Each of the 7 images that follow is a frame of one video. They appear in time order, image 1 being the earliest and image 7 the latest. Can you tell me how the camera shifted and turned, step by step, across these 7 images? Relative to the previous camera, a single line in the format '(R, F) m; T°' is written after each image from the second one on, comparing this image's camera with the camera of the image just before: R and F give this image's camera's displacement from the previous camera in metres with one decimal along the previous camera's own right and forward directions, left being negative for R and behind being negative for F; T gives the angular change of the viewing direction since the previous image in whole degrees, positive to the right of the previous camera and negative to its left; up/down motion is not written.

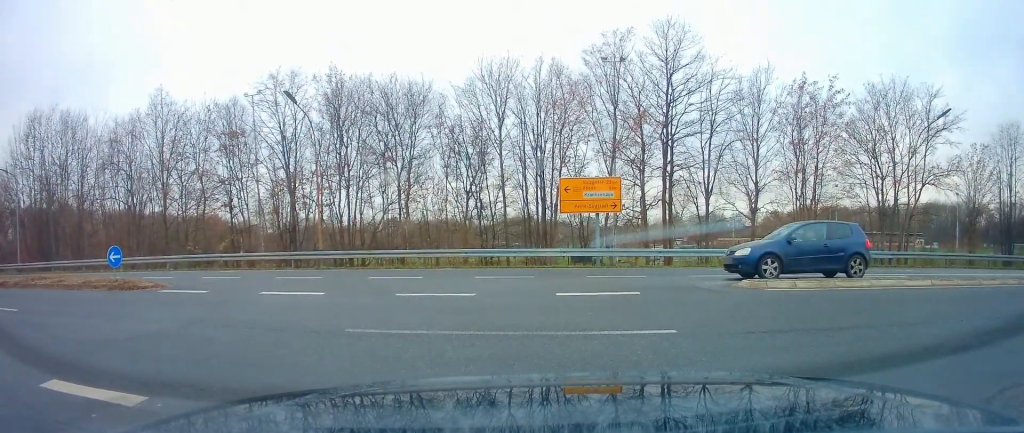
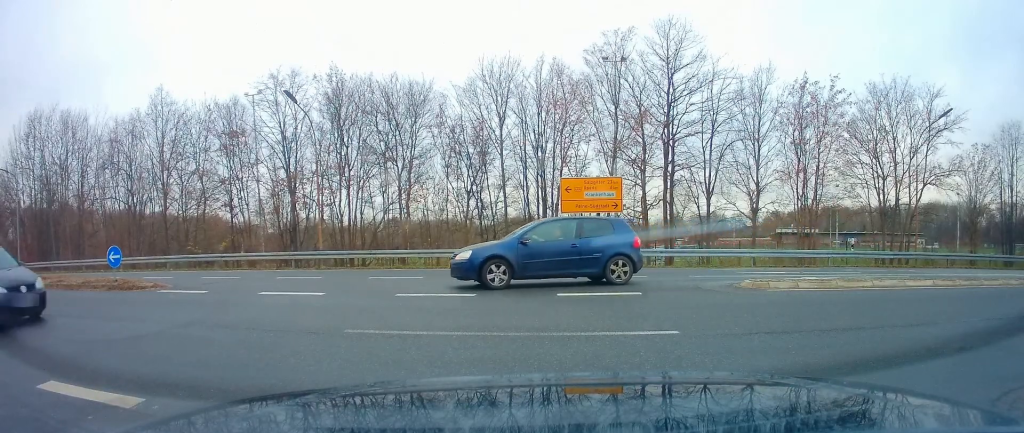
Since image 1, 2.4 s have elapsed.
(0.0, 0.0) m; 0°
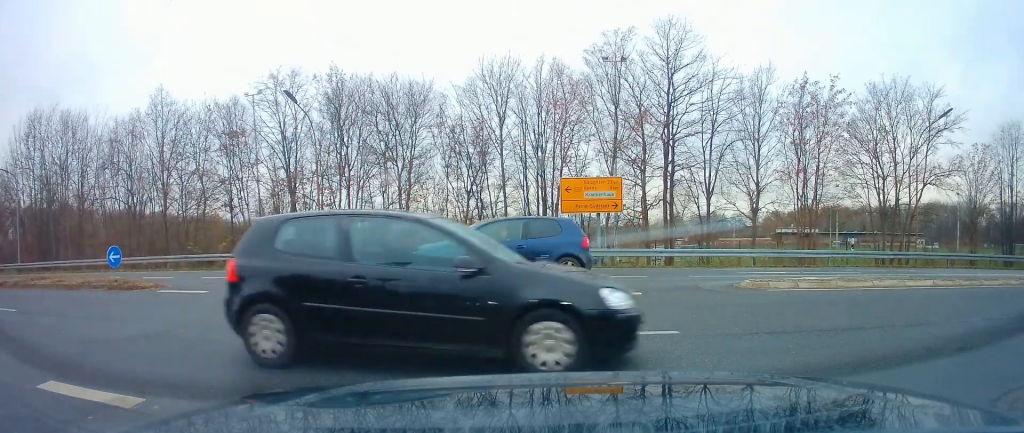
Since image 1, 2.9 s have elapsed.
(0.0, 0.0) m; 0°
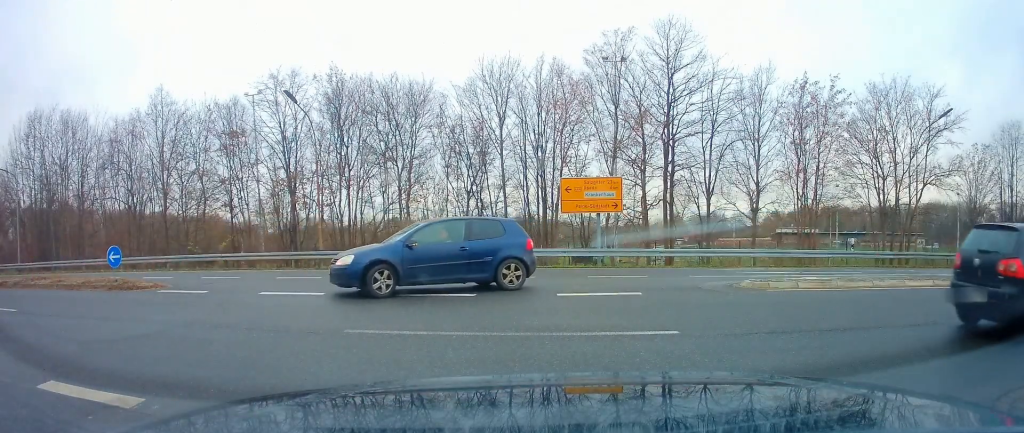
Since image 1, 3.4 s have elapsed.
(0.0, 0.0) m; 0°
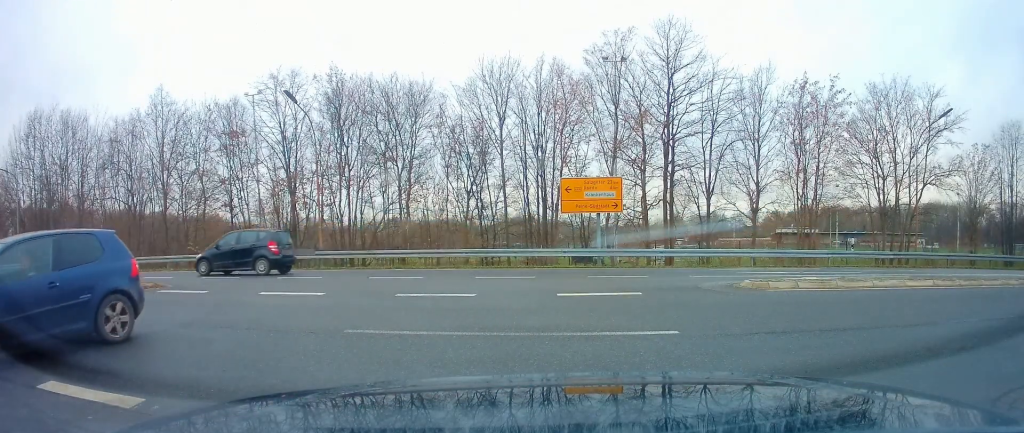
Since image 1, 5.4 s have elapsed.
(0.0, 0.0) m; 0°
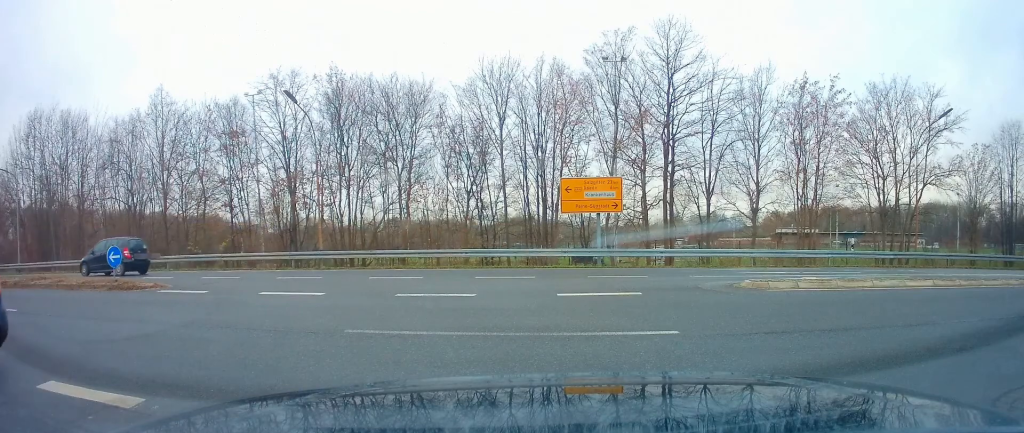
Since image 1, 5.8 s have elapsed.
(0.0, 0.0) m; 0°
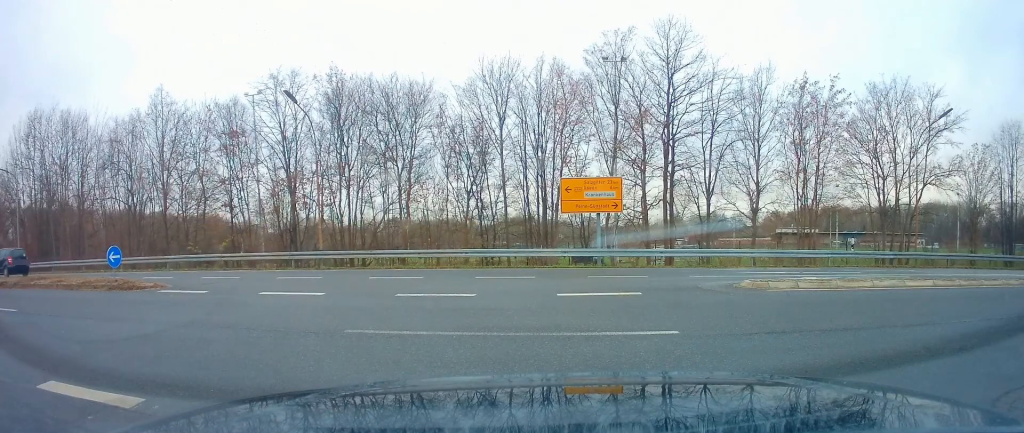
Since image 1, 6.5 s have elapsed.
(0.0, 0.0) m; 0°
